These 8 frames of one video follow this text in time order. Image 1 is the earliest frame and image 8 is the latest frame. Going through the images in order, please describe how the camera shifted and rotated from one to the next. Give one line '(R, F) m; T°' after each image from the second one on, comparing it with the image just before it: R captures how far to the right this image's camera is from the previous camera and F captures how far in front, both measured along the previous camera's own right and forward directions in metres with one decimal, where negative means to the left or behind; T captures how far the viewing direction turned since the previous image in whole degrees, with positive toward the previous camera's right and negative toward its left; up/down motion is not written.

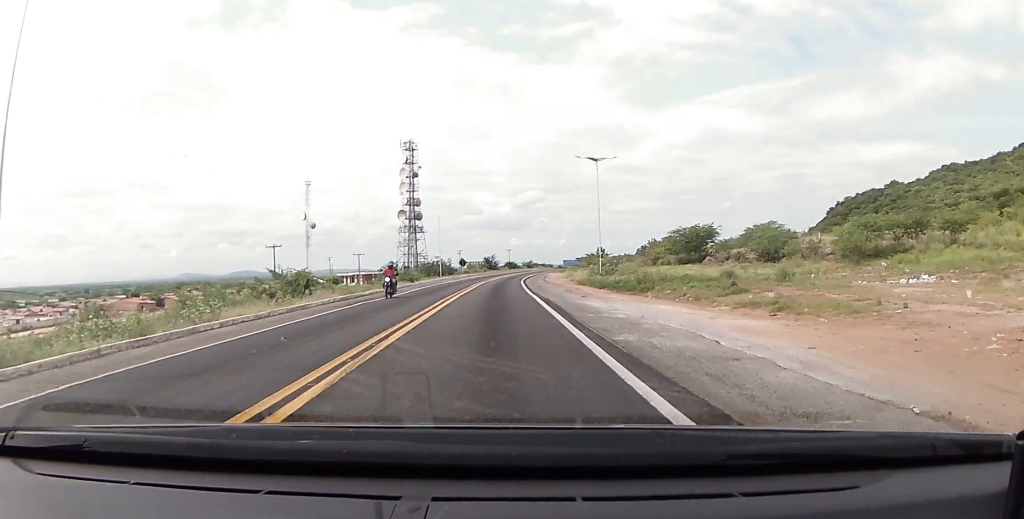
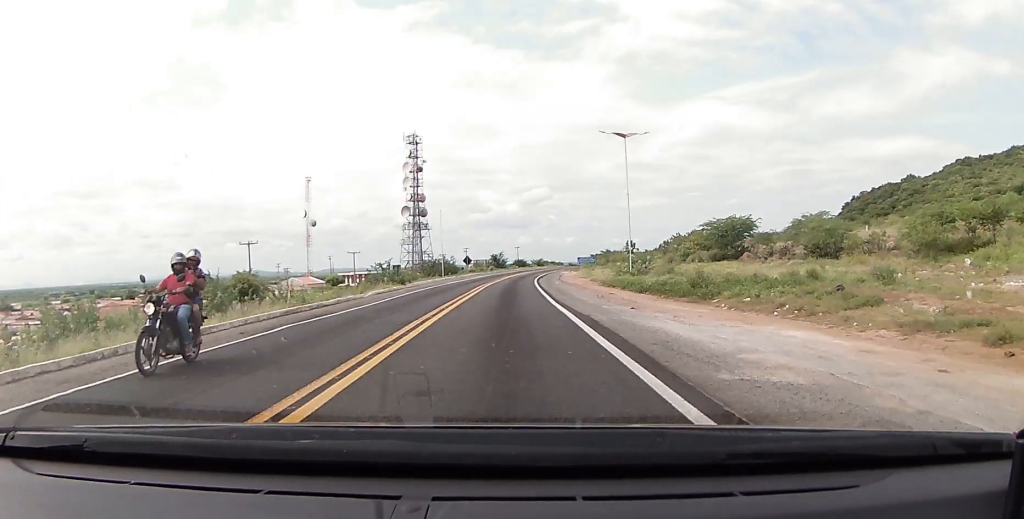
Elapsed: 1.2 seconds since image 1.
(-0.1, +9.6) m; -1°
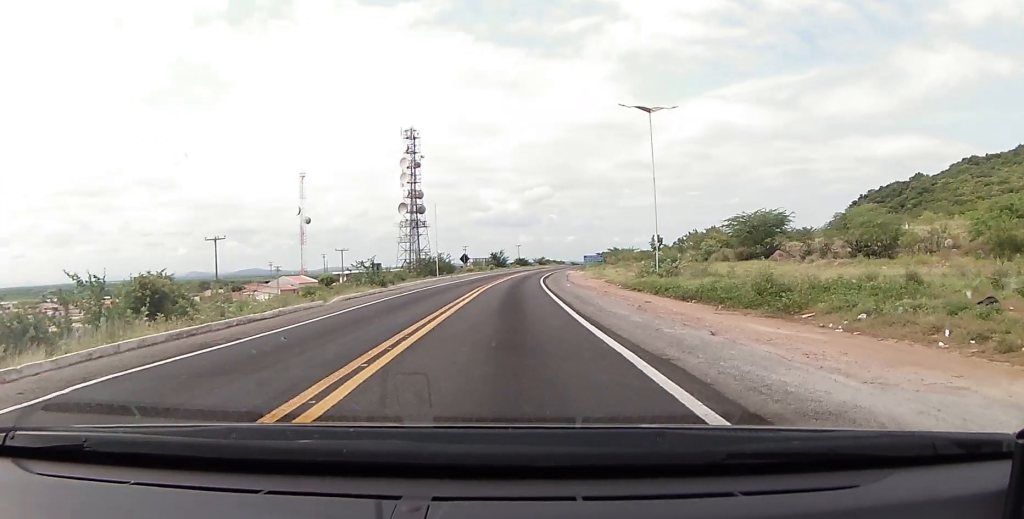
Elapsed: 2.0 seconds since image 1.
(-0.1, +7.9) m; +2°
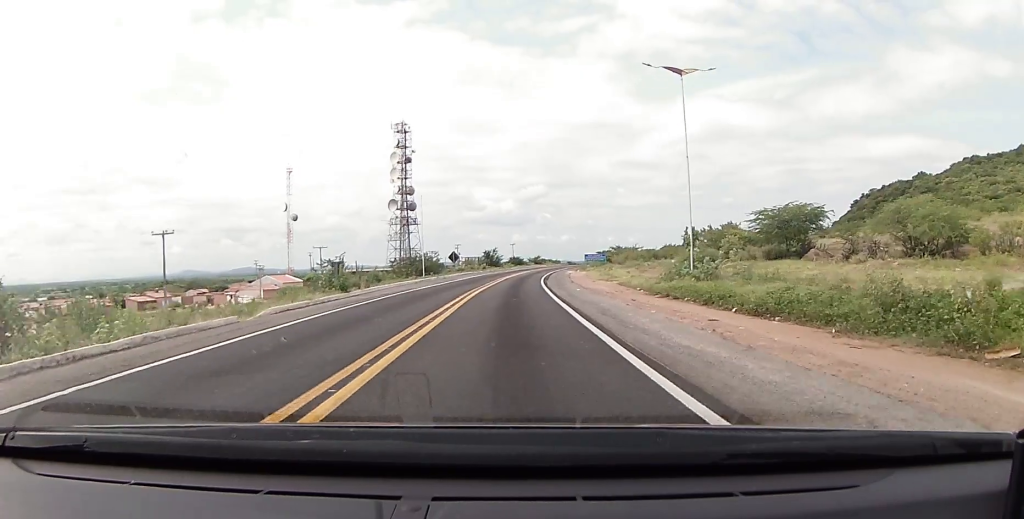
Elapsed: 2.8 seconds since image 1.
(+0.2, +8.3) m; +1°
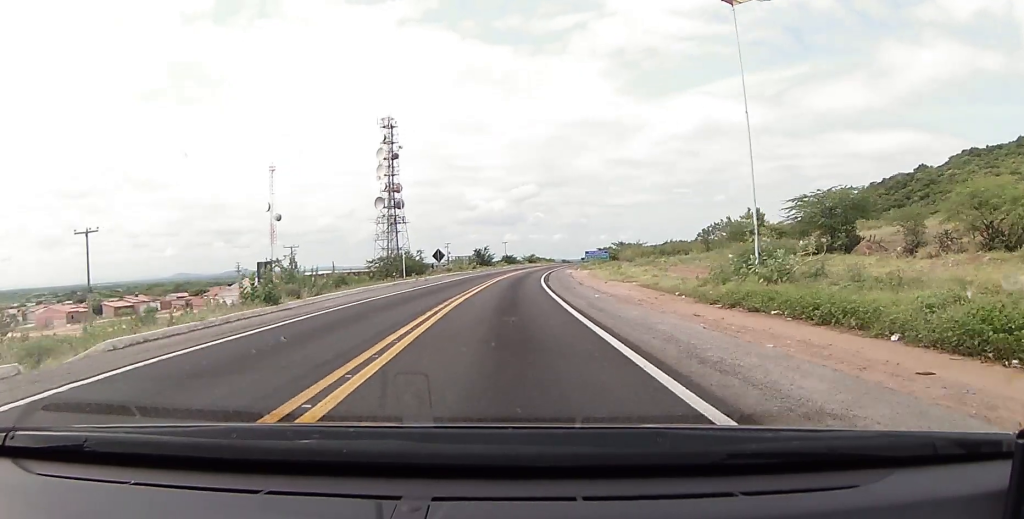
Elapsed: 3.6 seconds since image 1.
(+0.4, +9.0) m; 0°
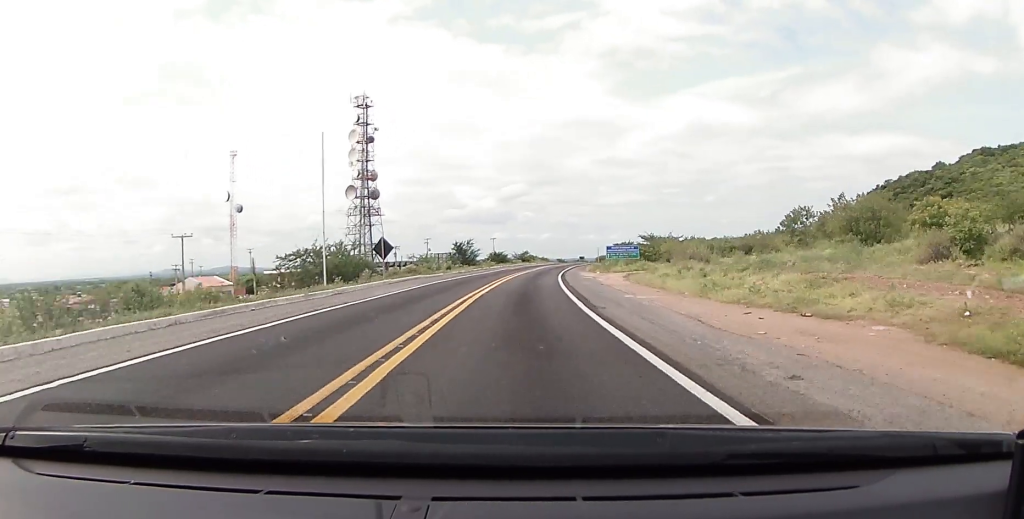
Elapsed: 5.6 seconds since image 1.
(+0.1, +25.6) m; +3°
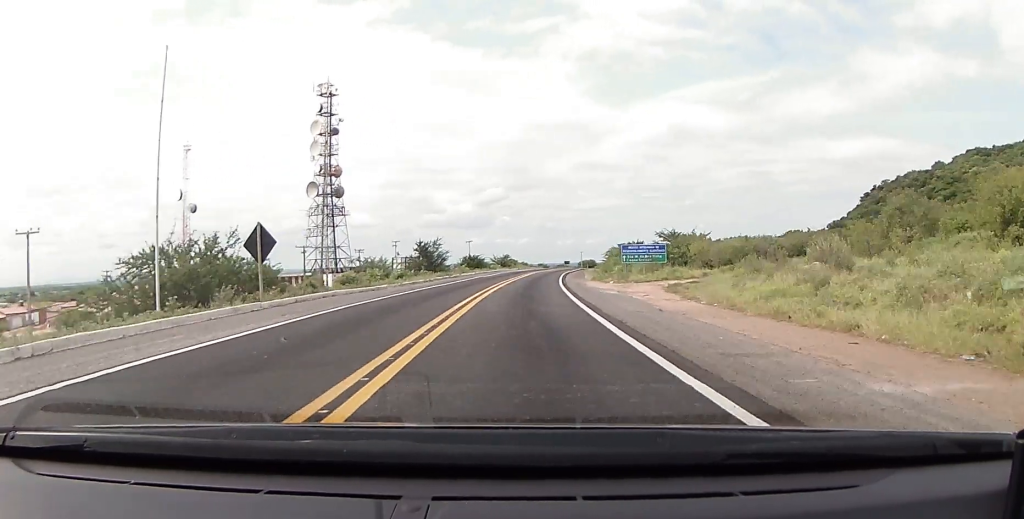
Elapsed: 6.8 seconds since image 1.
(-0.2, +17.4) m; 0°
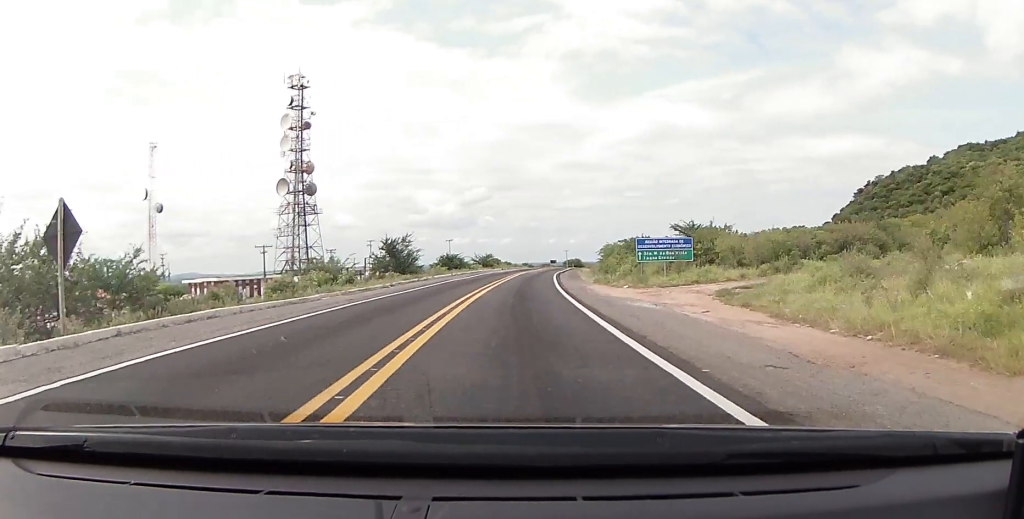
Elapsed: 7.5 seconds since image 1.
(-0.2, +9.8) m; +2°
